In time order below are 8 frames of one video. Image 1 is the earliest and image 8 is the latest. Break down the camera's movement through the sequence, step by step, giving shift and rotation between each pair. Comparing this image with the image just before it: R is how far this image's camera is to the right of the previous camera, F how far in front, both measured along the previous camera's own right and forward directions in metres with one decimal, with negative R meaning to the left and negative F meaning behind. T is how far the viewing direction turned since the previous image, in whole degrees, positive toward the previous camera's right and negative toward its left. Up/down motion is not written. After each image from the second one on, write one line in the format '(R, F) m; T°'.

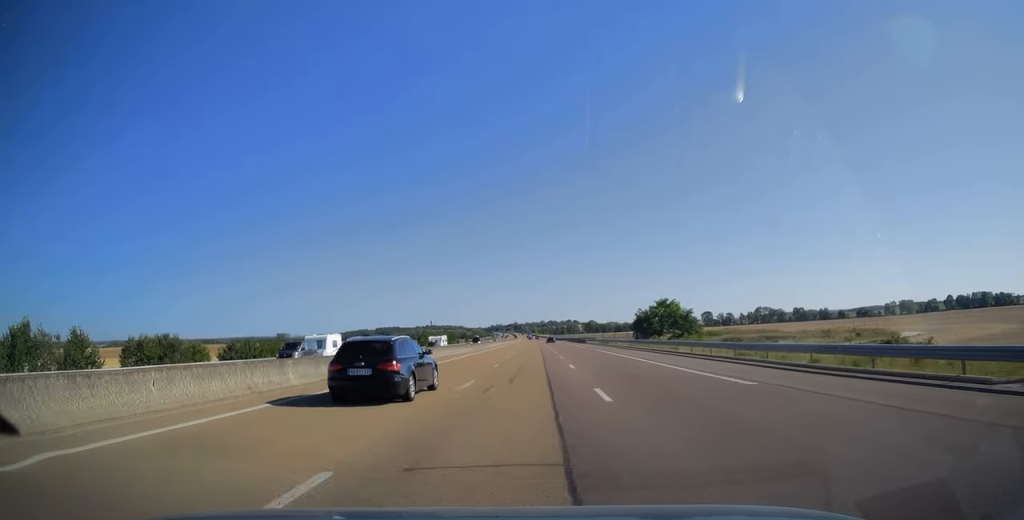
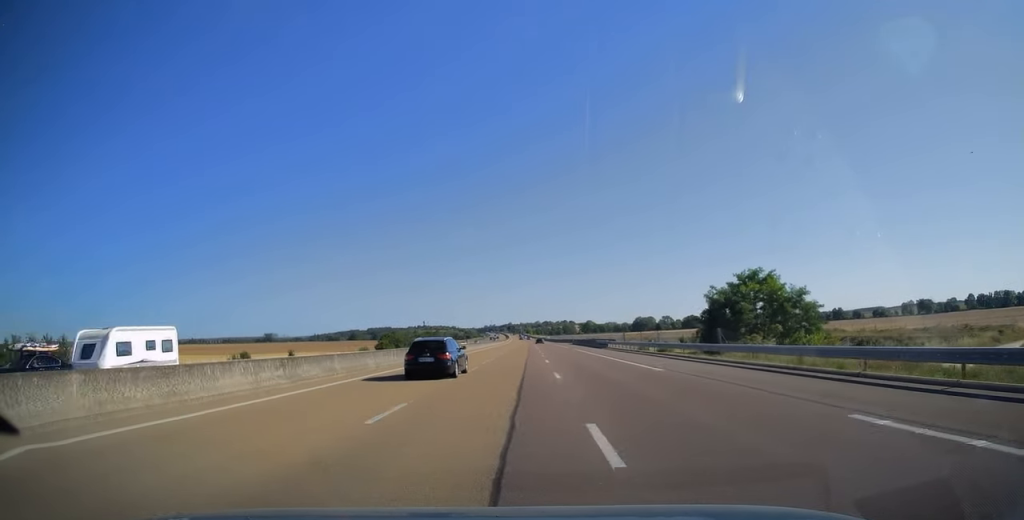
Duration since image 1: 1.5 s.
(+0.1, +44.8) m; 0°
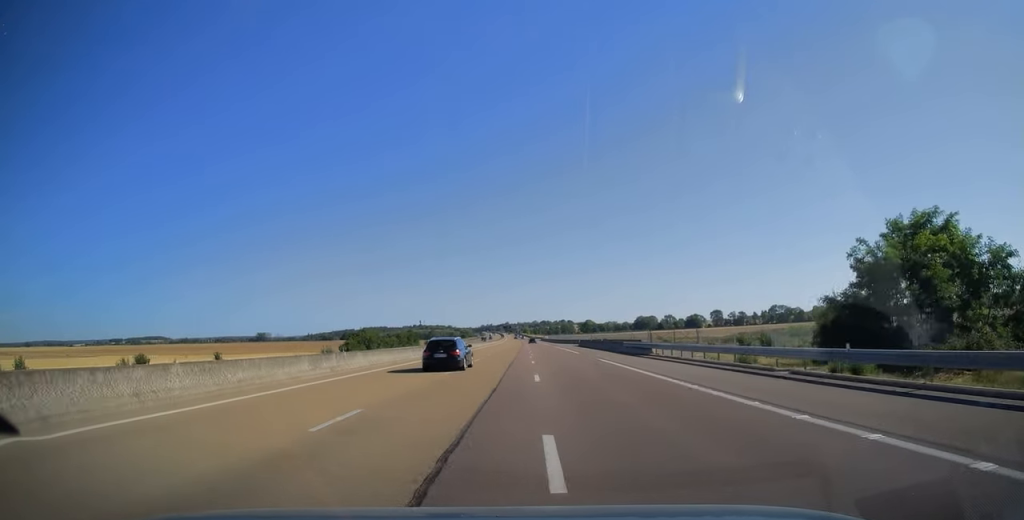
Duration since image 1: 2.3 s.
(0.0, +26.8) m; 0°
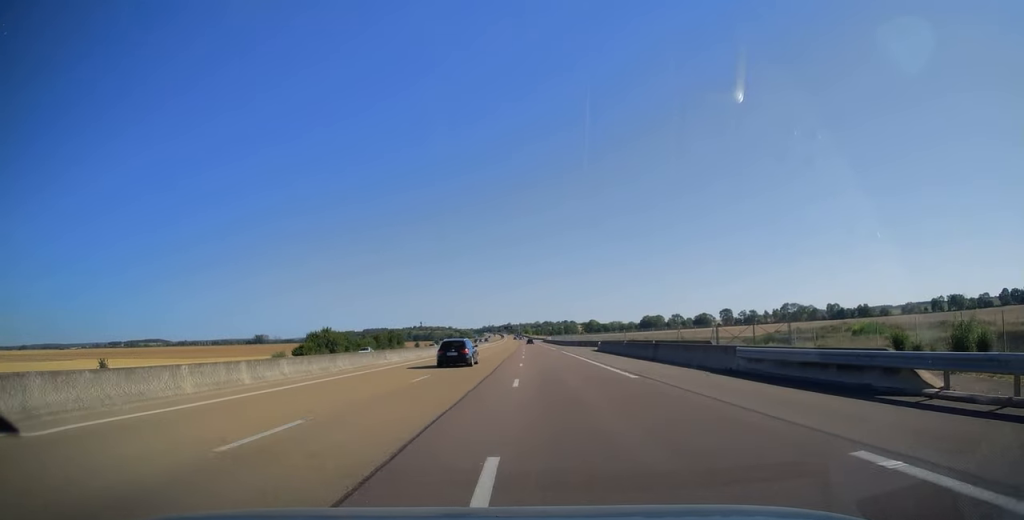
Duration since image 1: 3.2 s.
(+0.1, +27.3) m; 0°
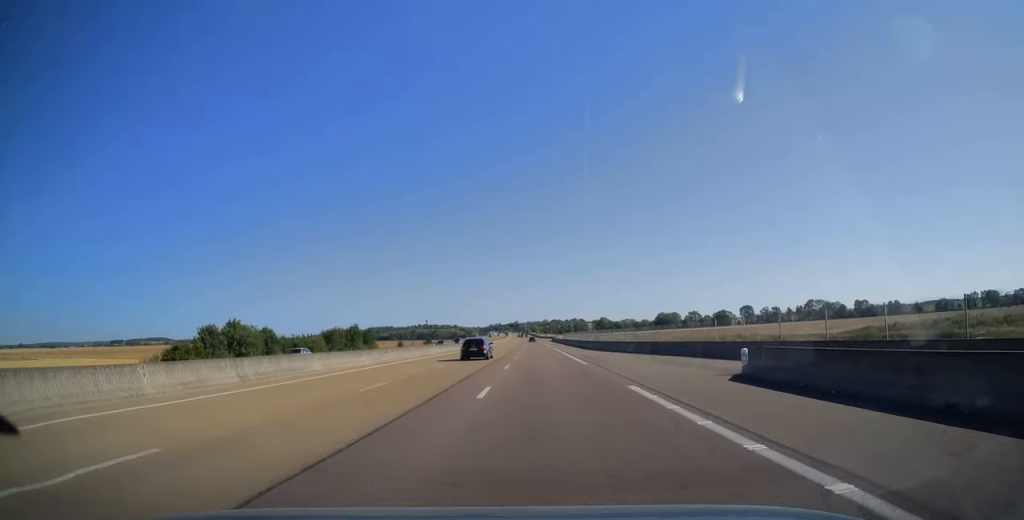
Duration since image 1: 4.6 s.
(-0.2, +42.1) m; 0°
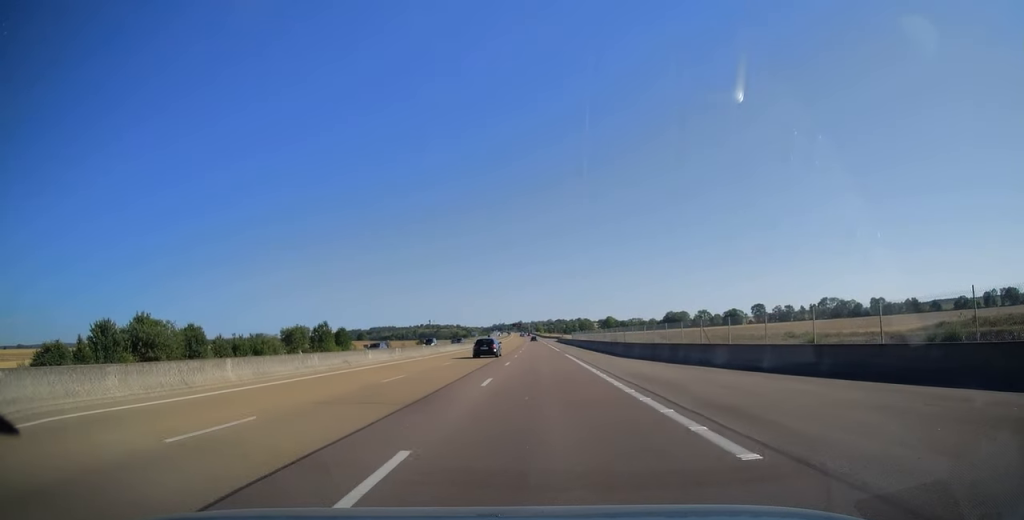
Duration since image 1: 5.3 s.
(-0.1, +22.5) m; 0°
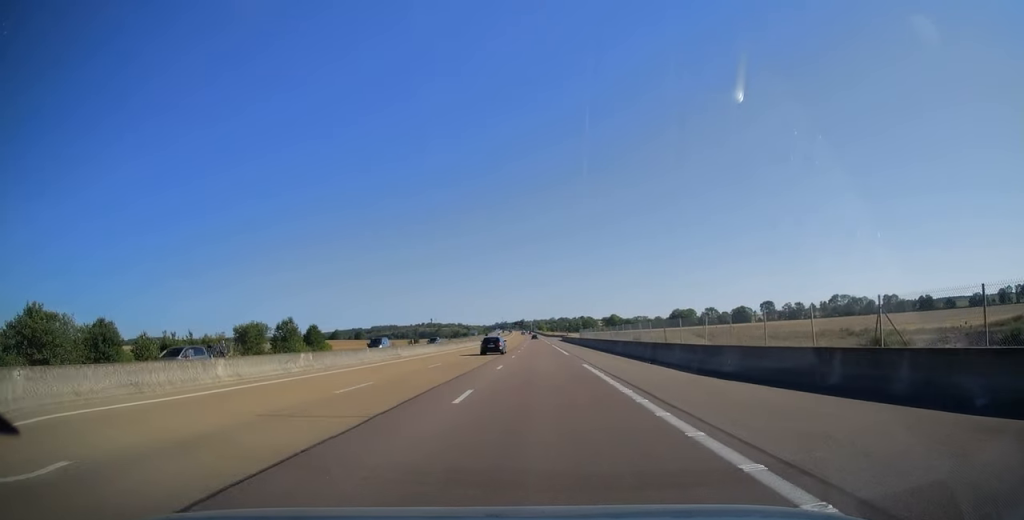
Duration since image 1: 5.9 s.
(-0.1, +17.9) m; 0°
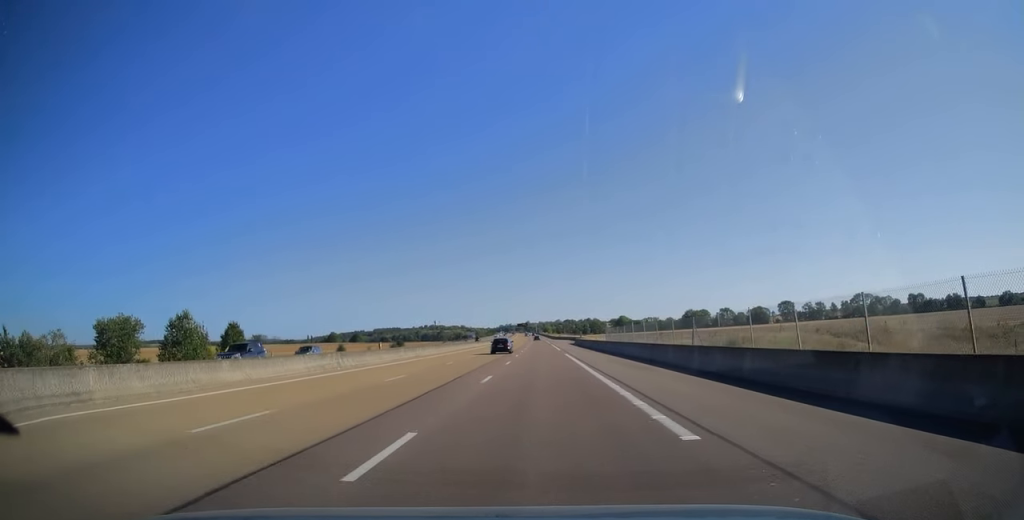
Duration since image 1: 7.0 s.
(-0.1, +32.5) m; 0°
